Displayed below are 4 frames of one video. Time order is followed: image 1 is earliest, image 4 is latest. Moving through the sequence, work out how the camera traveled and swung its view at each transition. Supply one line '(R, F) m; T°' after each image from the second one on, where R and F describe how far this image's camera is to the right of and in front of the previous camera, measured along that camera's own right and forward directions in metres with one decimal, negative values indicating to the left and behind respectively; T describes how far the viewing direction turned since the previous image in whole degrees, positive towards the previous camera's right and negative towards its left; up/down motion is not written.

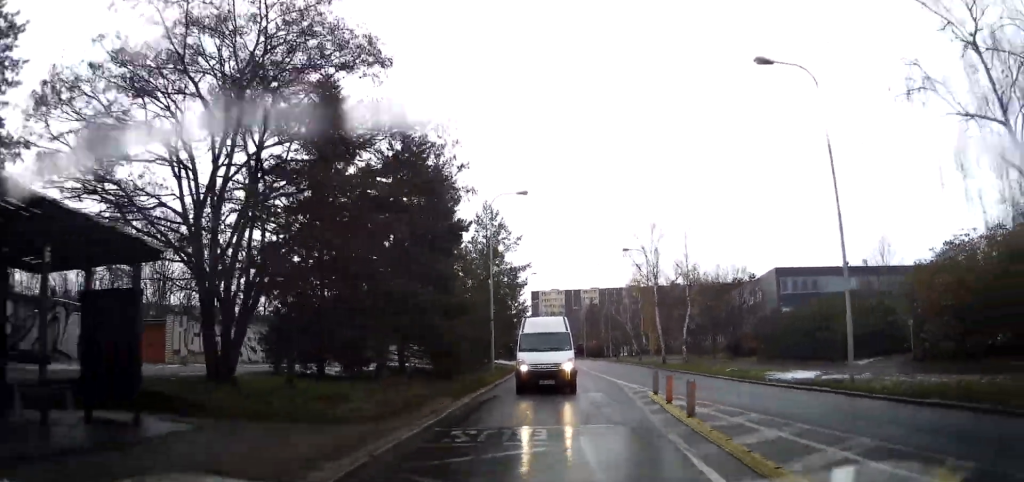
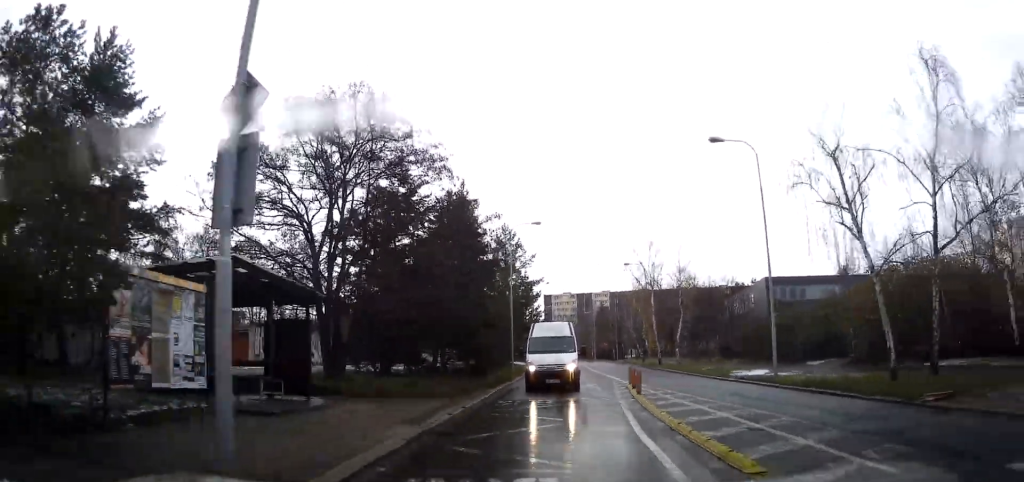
(0.0, +7.4) m; -1°
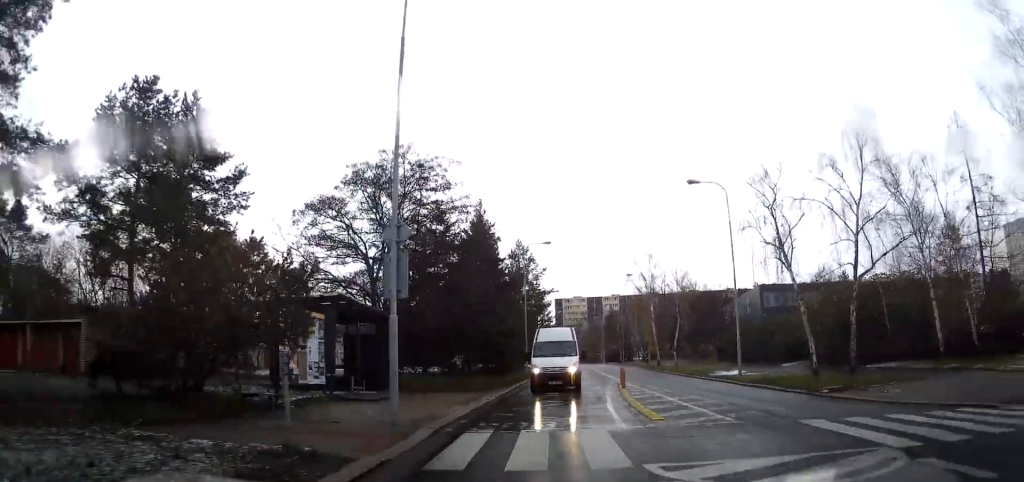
(0.0, +6.1) m; -1°
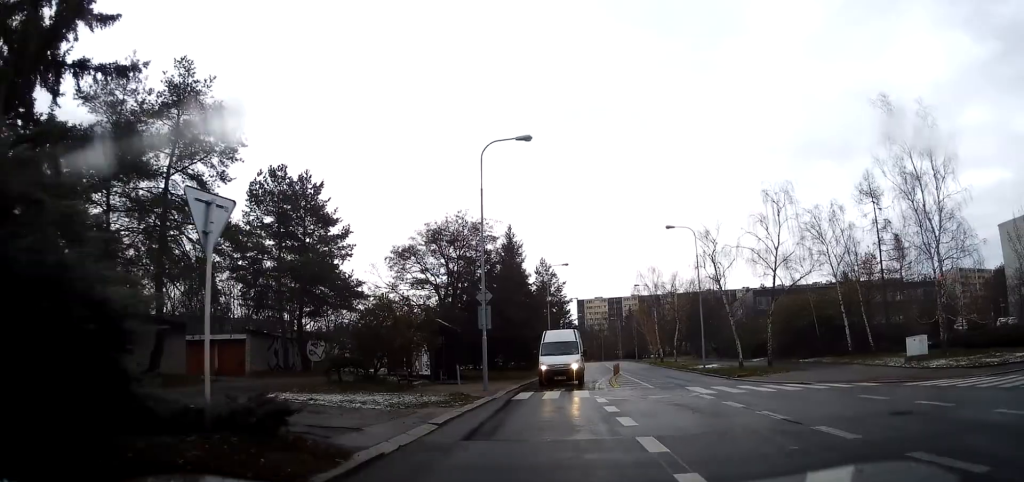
(-0.3, +12.5) m; -3°
